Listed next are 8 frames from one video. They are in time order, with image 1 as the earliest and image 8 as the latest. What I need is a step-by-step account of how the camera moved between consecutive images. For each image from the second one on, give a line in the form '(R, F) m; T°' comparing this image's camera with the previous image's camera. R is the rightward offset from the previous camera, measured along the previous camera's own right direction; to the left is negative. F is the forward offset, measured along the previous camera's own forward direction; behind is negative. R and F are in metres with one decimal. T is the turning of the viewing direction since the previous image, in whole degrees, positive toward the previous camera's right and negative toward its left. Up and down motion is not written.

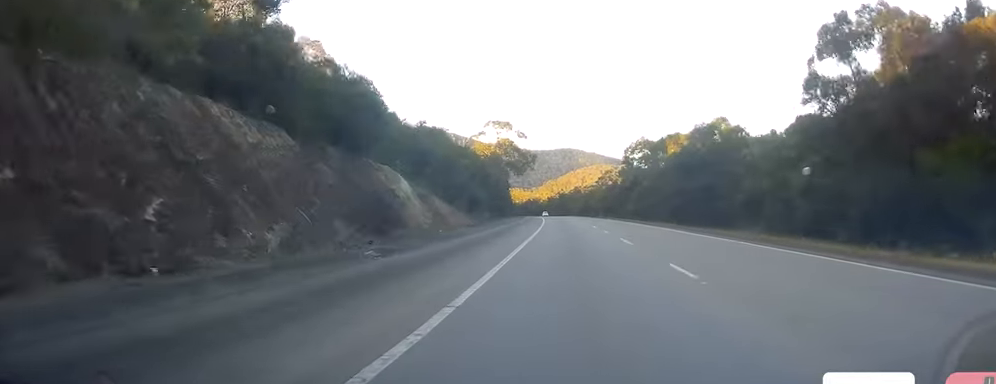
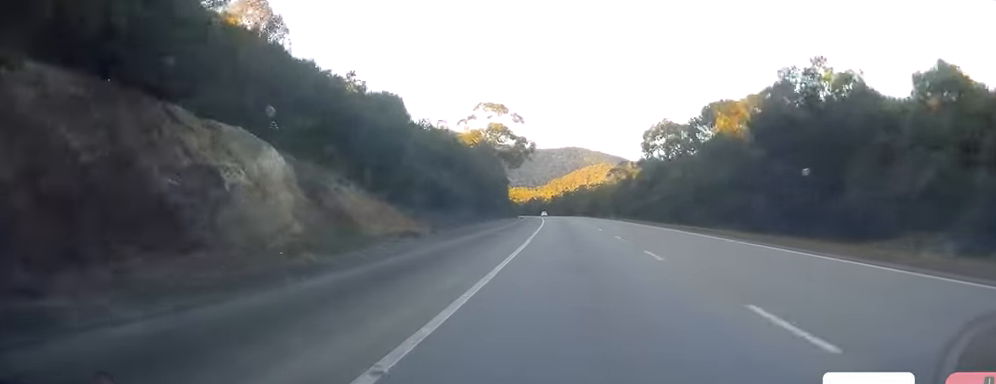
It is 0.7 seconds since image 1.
(-0.1, +19.0) m; 0°
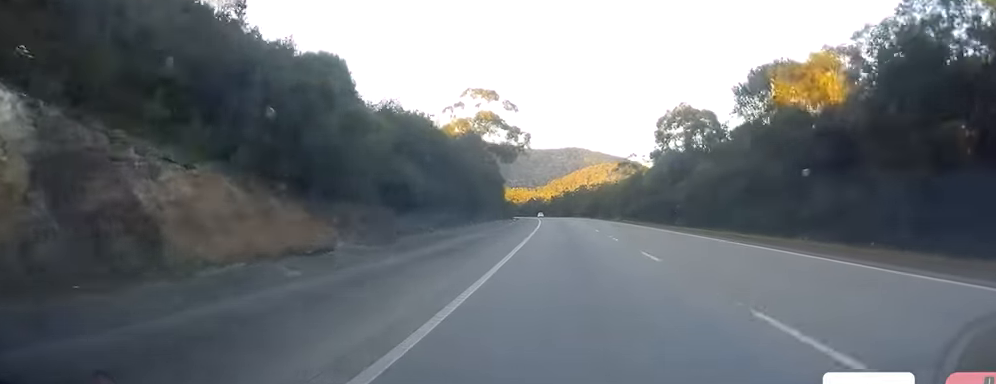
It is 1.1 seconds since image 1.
(+0.4, +12.4) m; 0°
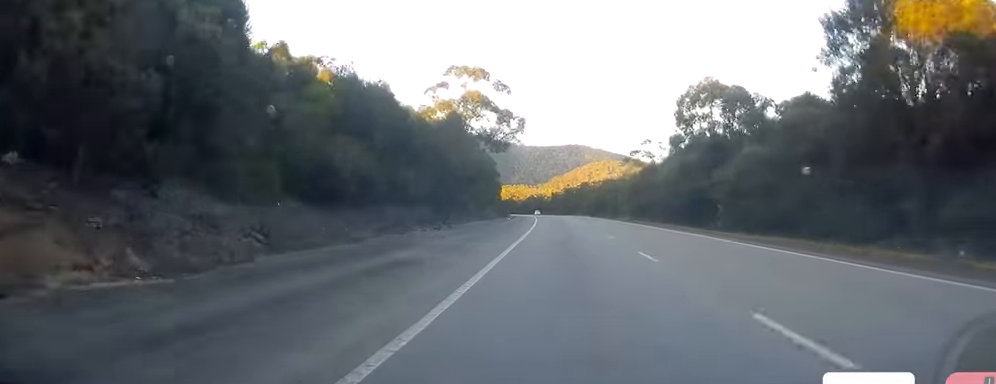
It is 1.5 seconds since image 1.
(+0.1, +12.4) m; 0°
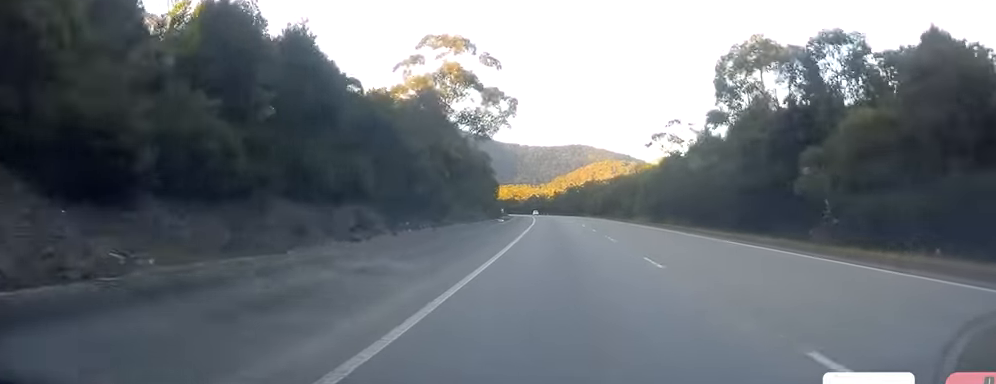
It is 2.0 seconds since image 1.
(-0.3, +14.3) m; -1°
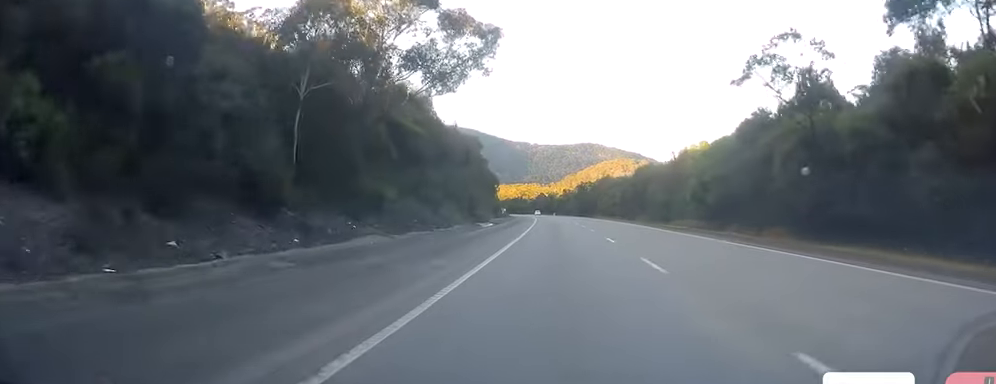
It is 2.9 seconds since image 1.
(-0.3, +23.7) m; -1°
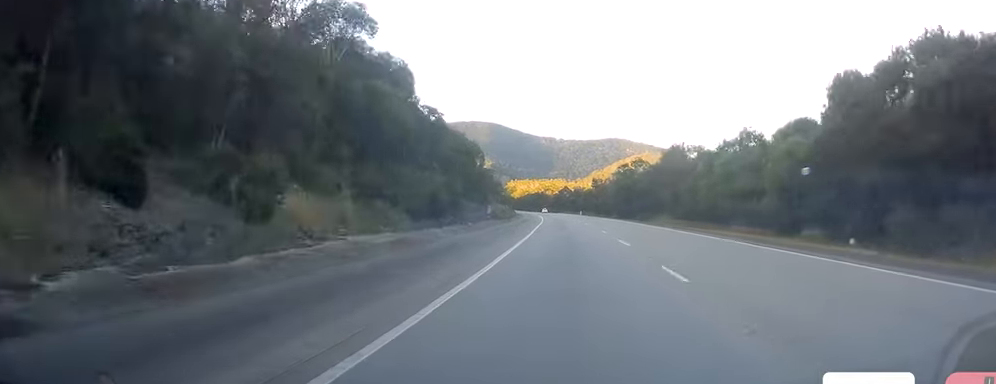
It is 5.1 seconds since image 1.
(-0.3, +63.2) m; -1°
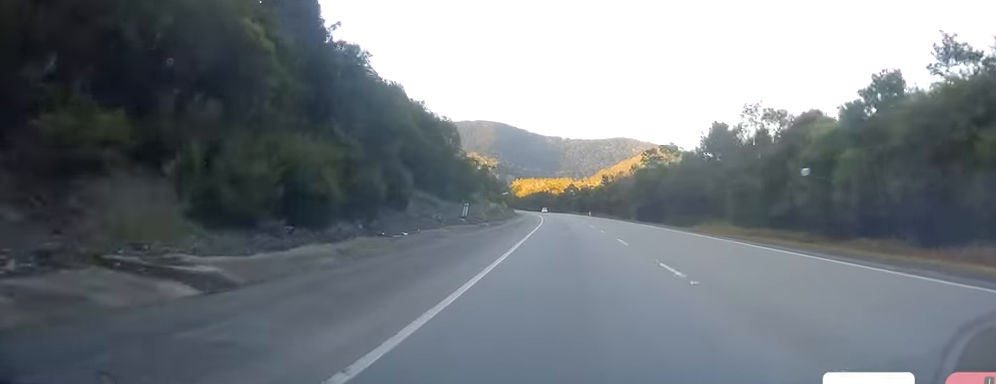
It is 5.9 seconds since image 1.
(-0.2, +23.1) m; -1°
